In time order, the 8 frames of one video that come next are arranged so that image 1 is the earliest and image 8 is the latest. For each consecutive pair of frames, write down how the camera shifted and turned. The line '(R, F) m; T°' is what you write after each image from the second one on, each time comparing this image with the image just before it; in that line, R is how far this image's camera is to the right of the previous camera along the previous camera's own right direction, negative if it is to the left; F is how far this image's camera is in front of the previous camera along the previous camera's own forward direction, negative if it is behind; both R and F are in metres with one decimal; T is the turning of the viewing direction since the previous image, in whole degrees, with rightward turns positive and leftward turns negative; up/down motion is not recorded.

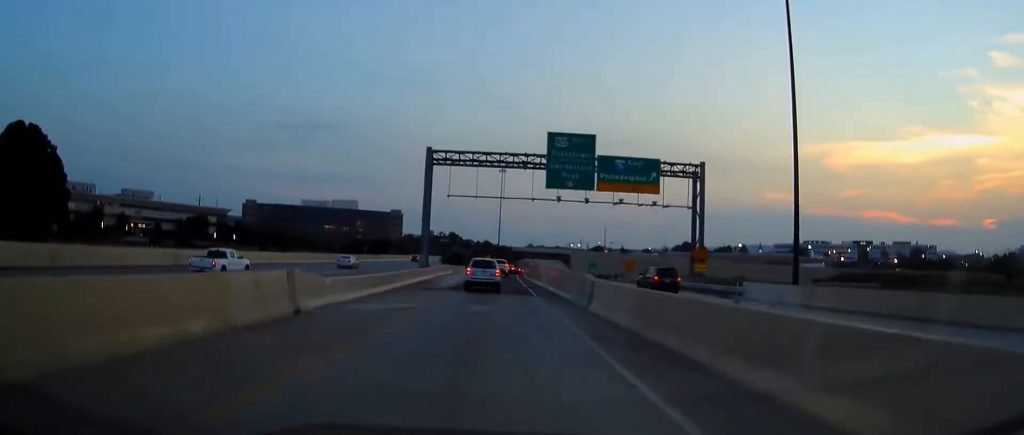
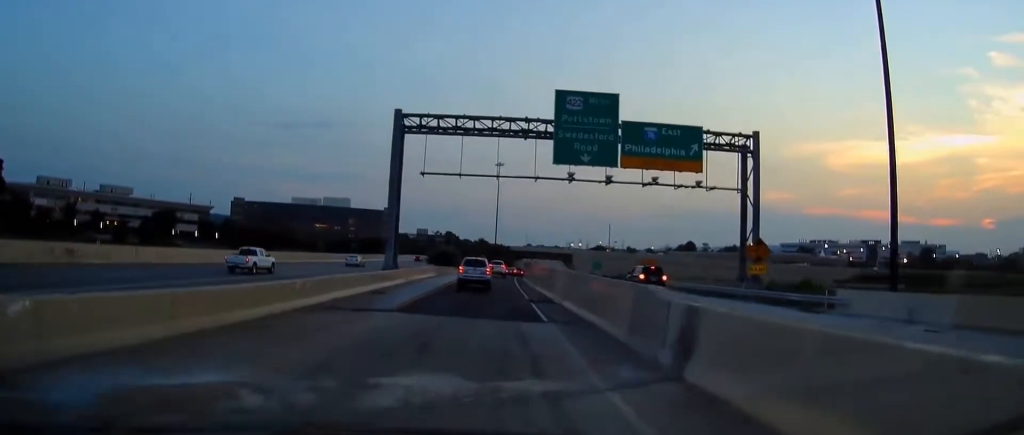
(+0.3, +13.3) m; +1°
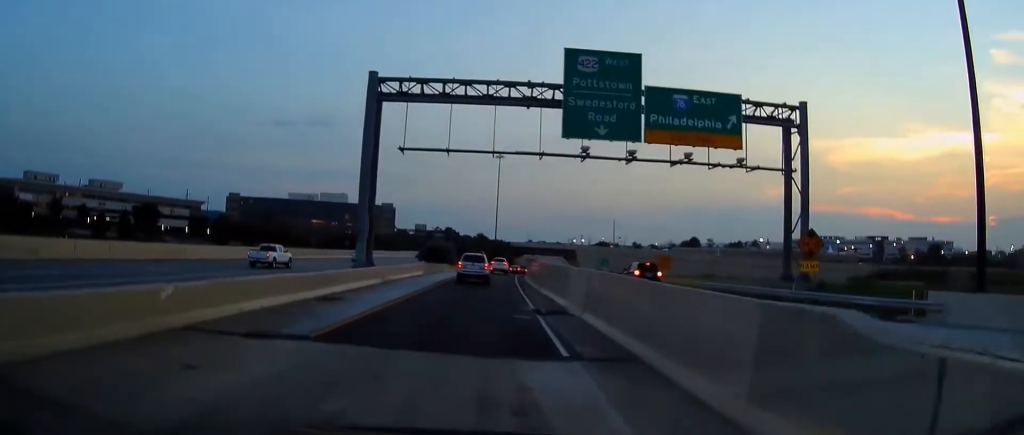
(+0.2, +7.8) m; 0°
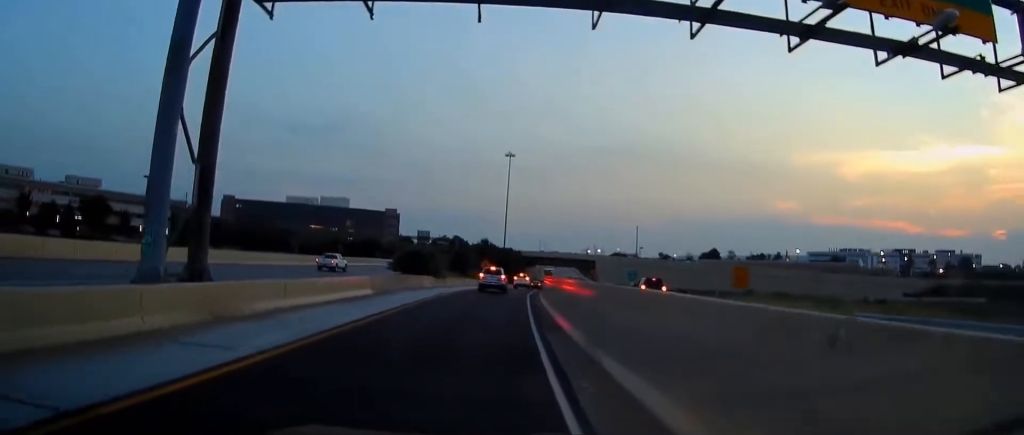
(-0.1, +20.6) m; -1°
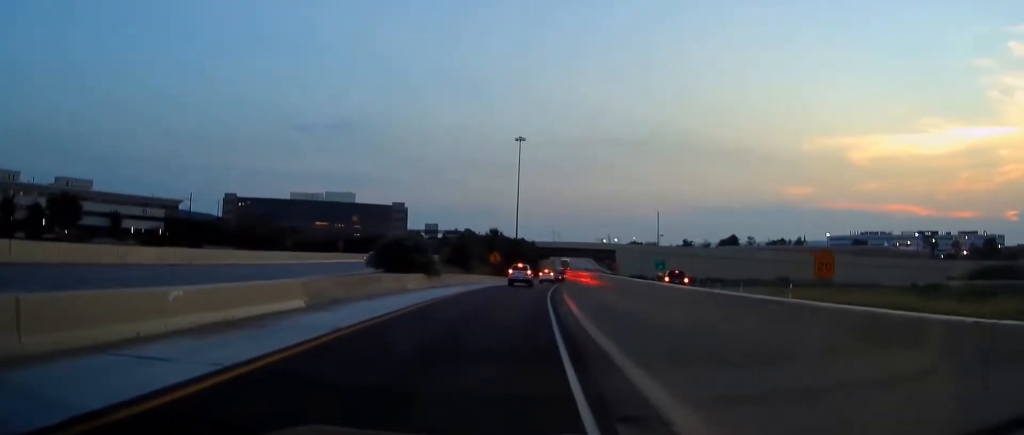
(-0.1, +12.6) m; -1°
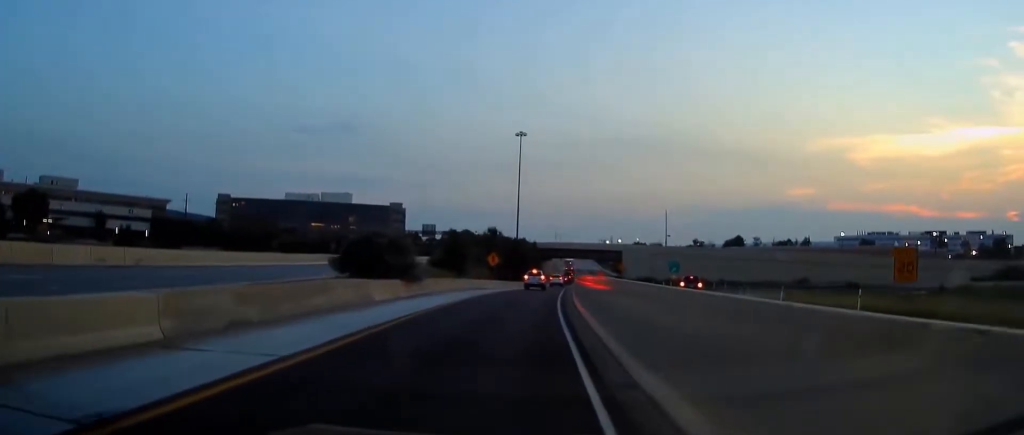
(-0.2, +9.4) m; 0°
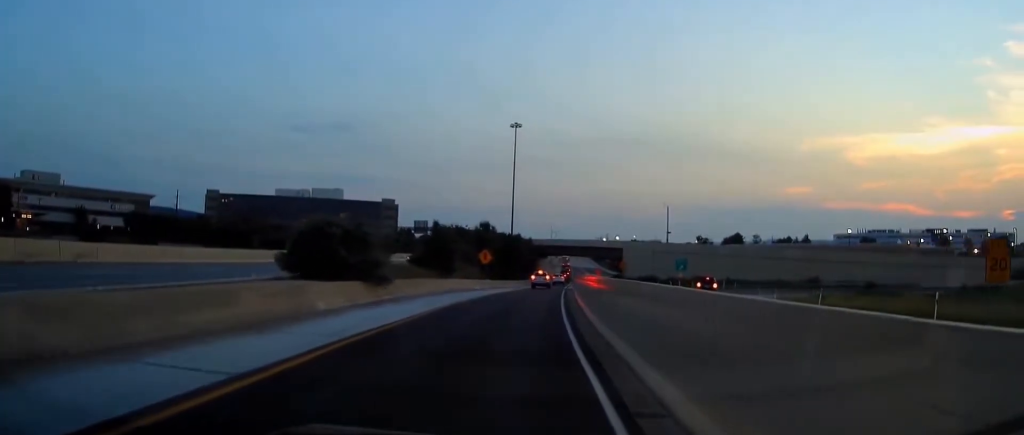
(+0.2, +7.9) m; +3°
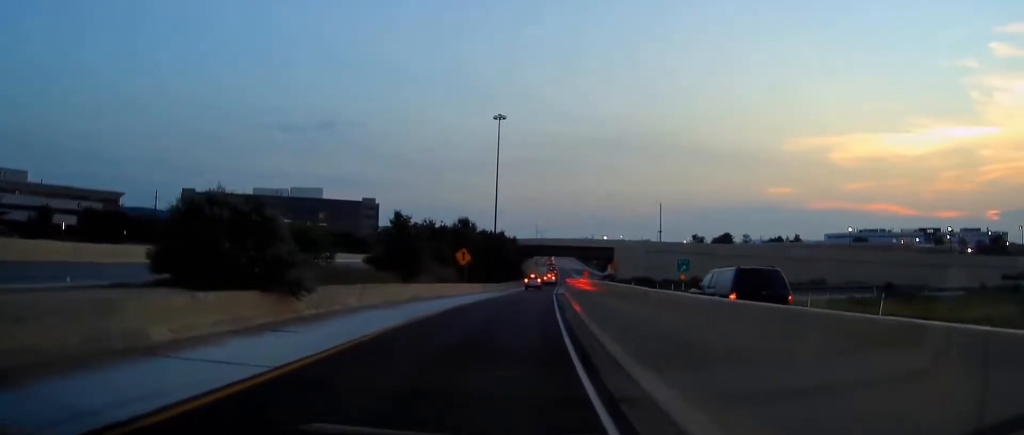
(+0.3, +9.0) m; +1°
